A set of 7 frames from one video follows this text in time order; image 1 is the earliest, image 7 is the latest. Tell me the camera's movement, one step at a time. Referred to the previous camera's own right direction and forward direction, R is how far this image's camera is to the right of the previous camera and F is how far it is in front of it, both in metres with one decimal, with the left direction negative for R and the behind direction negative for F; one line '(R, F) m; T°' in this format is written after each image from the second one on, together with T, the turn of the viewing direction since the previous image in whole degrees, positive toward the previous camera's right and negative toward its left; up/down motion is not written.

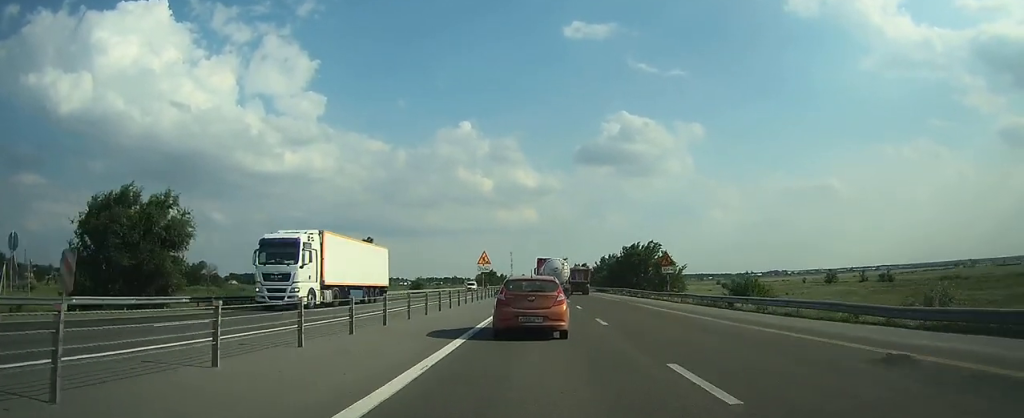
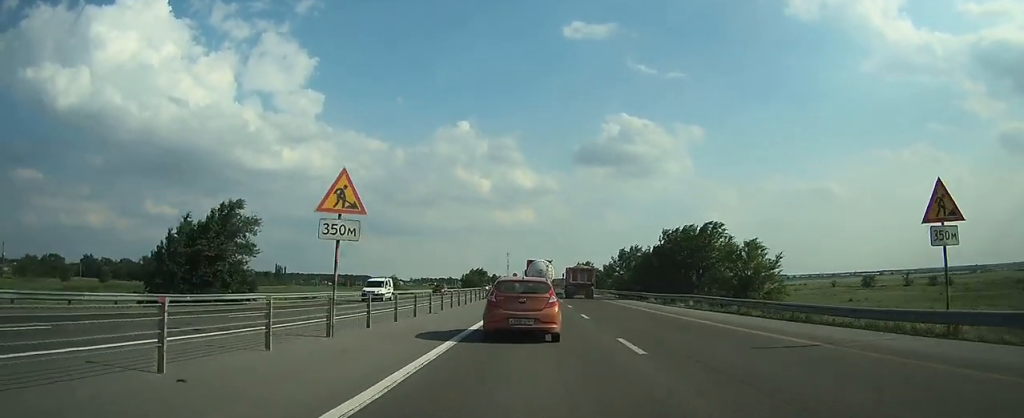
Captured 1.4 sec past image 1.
(+0.1, +32.0) m; 0°
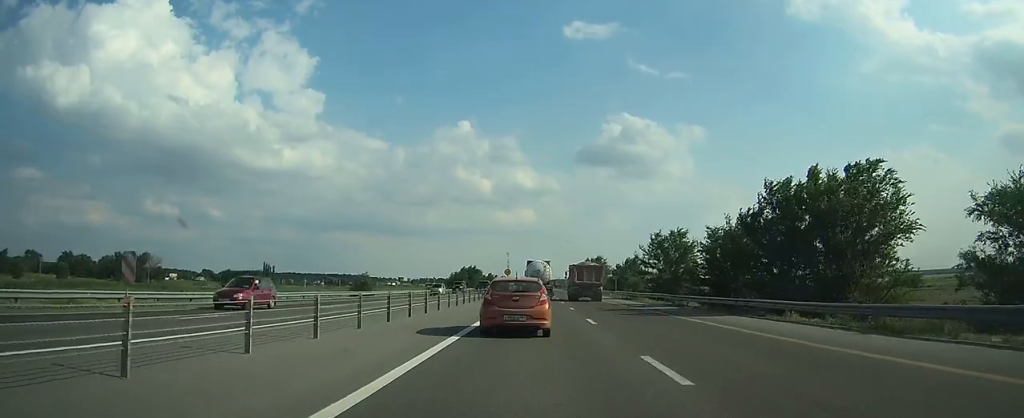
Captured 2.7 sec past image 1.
(+0.1, +28.3) m; 0°
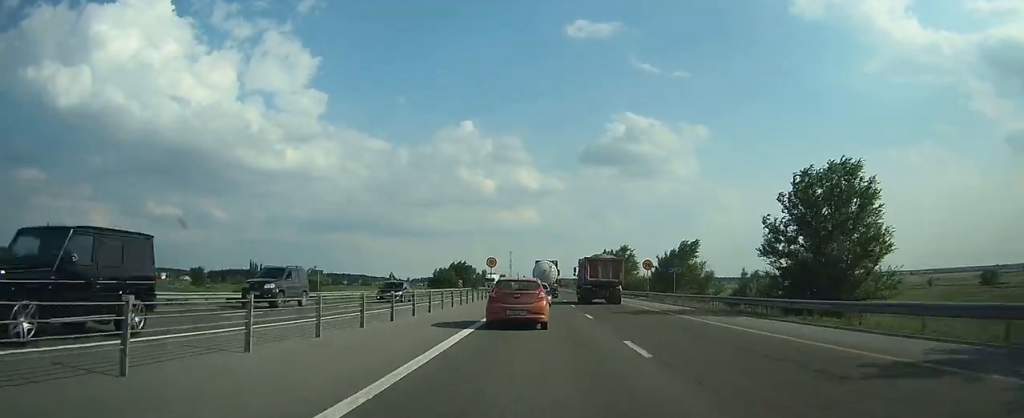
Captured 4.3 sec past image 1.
(0.0, +33.3) m; 0°
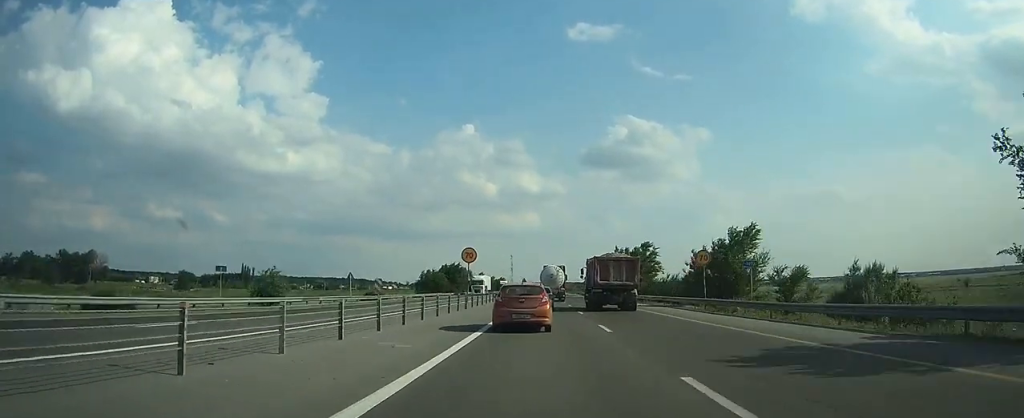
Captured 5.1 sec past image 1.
(0.0, +16.9) m; 0°
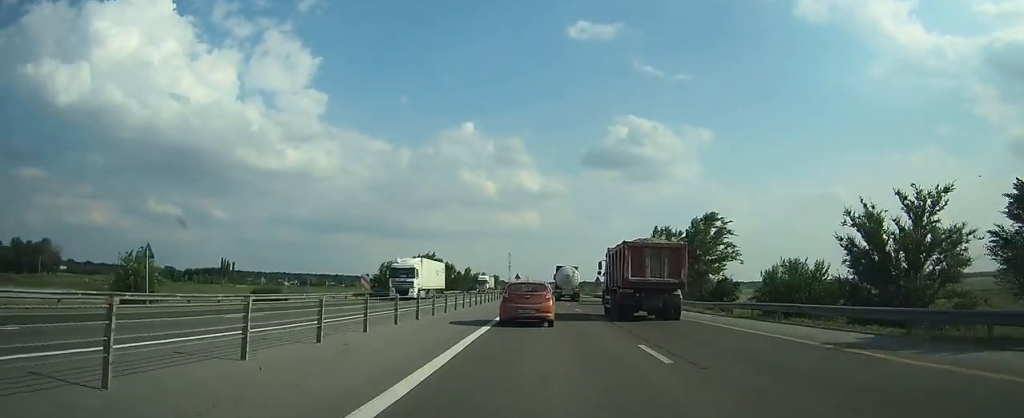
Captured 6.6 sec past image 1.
(-0.2, +31.0) m; -1°
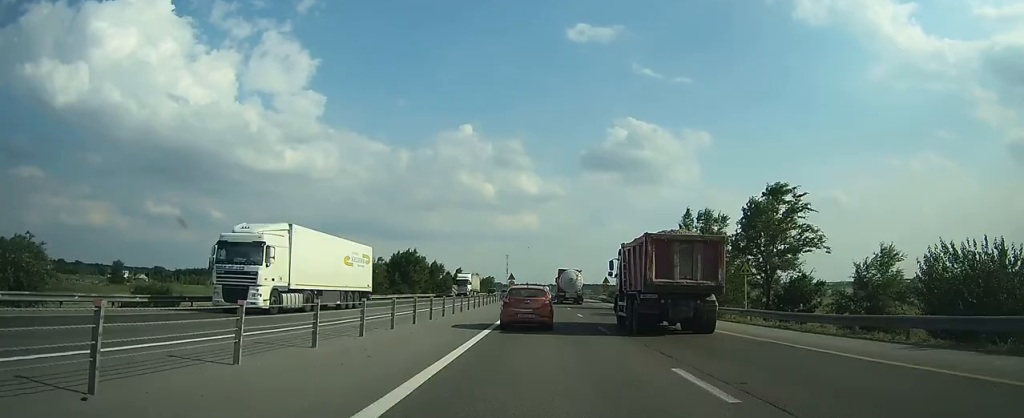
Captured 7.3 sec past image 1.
(0.0, +14.9) m; 0°
